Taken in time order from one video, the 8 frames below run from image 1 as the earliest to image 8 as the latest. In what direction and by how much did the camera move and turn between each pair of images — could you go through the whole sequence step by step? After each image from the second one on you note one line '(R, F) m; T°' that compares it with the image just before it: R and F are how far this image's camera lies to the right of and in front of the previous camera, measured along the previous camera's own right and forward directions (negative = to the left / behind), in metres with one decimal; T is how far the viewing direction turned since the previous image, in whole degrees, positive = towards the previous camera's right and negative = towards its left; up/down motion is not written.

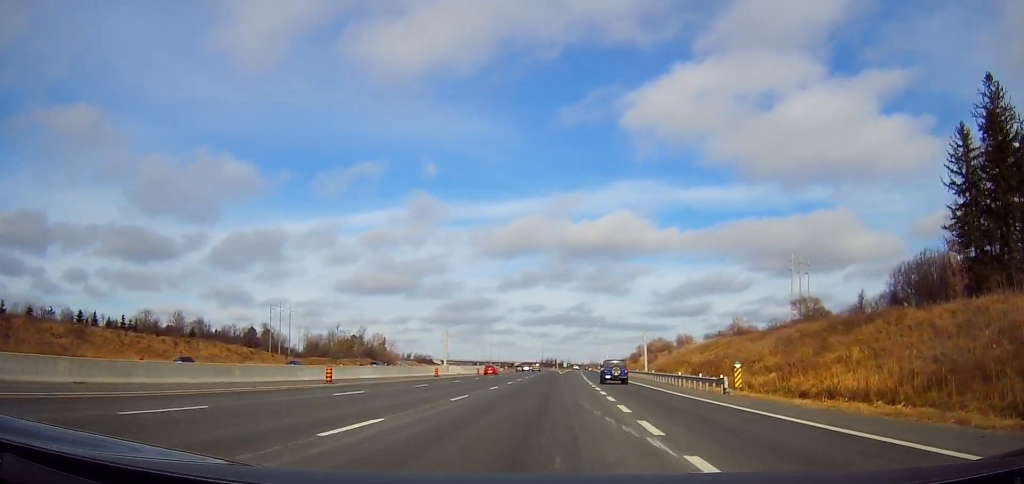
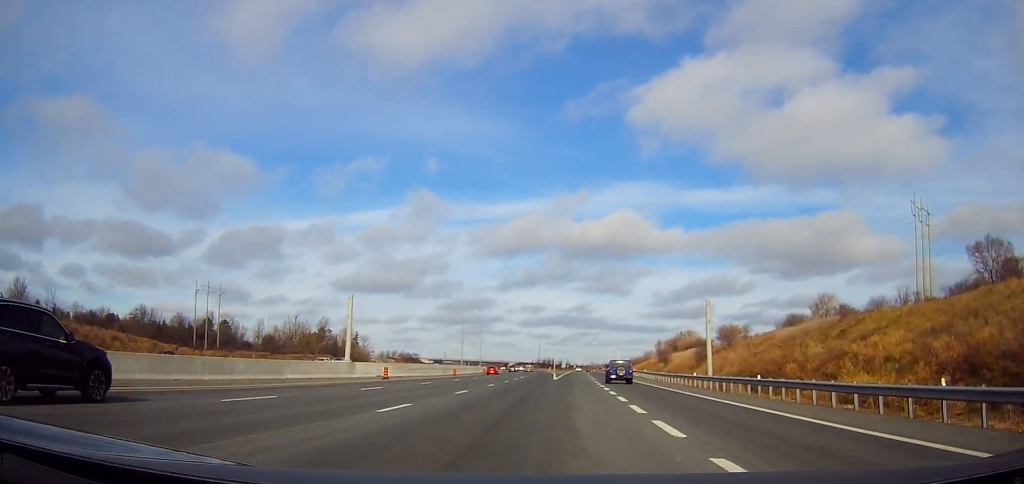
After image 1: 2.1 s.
(-0.2, +54.5) m; 0°
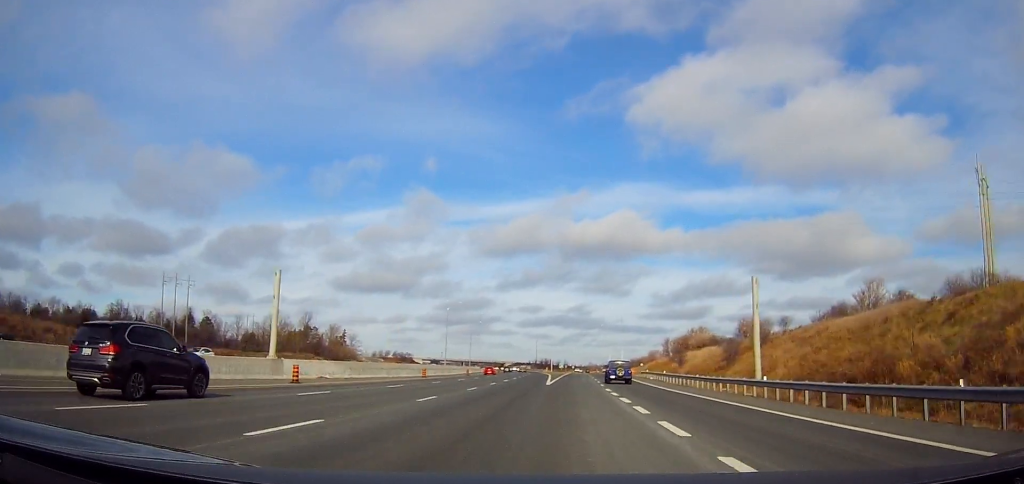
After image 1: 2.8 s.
(0.0, +17.8) m; +1°
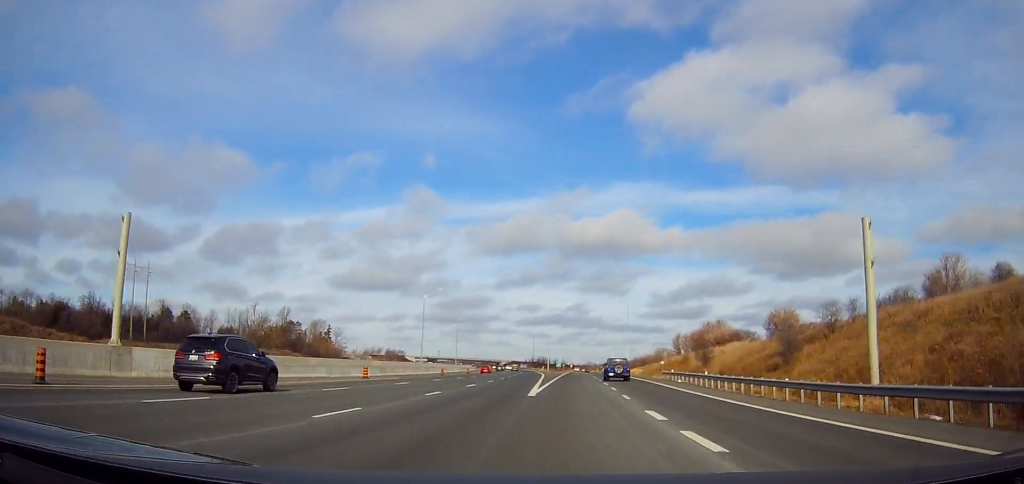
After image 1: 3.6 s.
(+0.2, +20.3) m; +1°
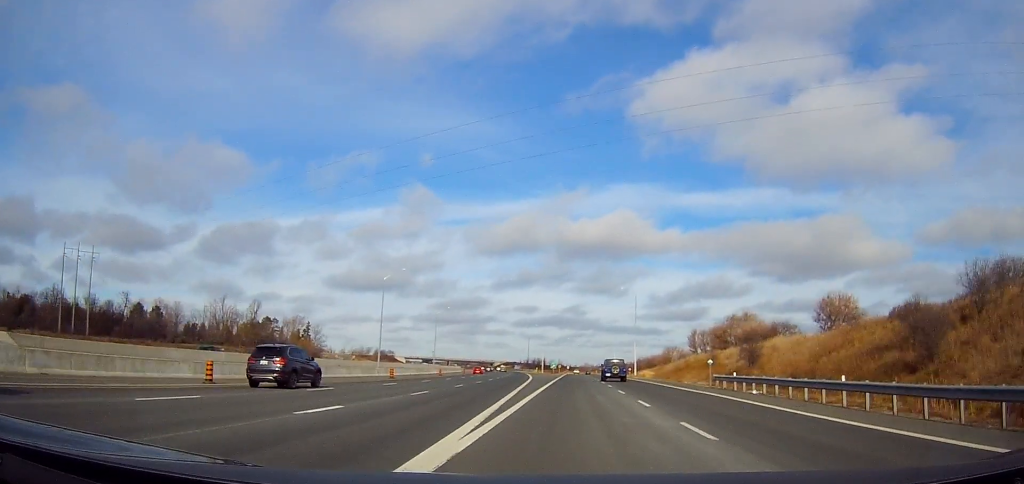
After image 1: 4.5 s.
(+0.1, +23.4) m; 0°
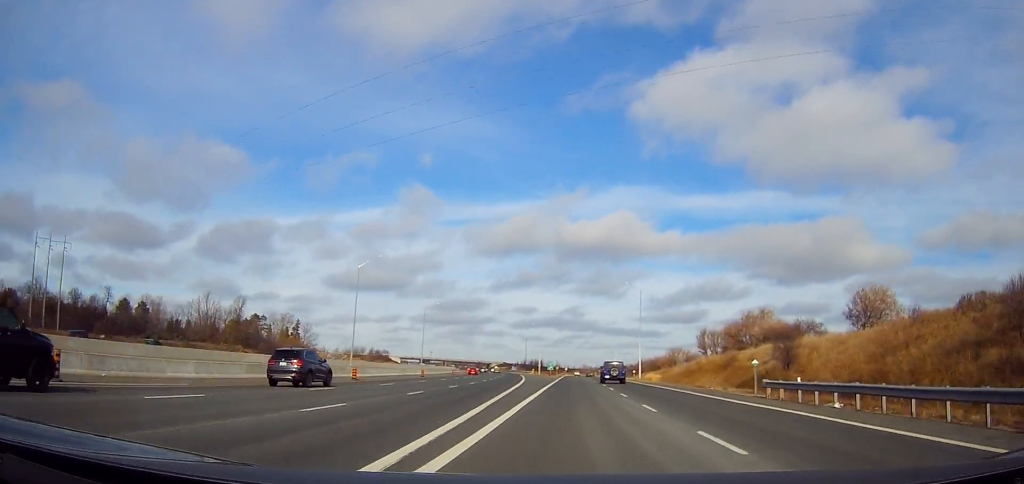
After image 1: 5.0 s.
(0.0, +10.8) m; 0°
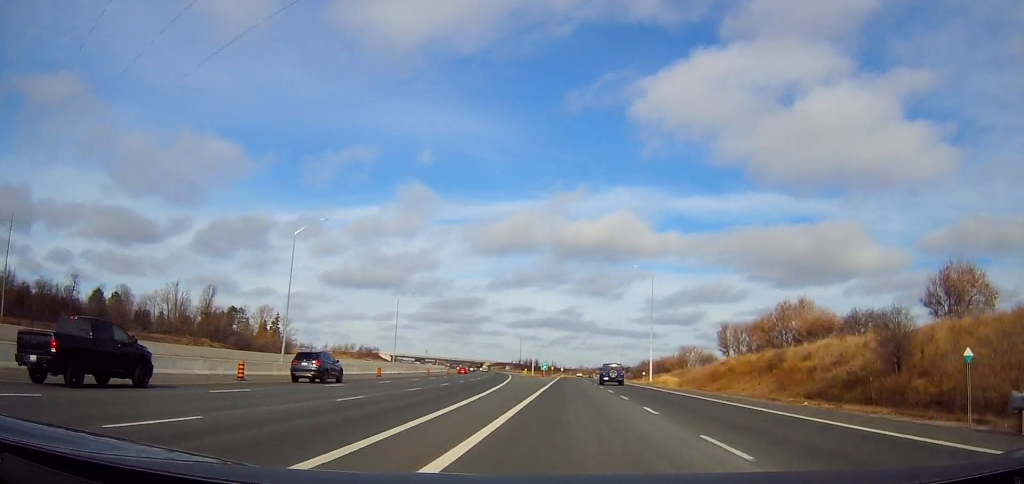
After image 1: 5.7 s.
(+0.1, +18.9) m; -1°
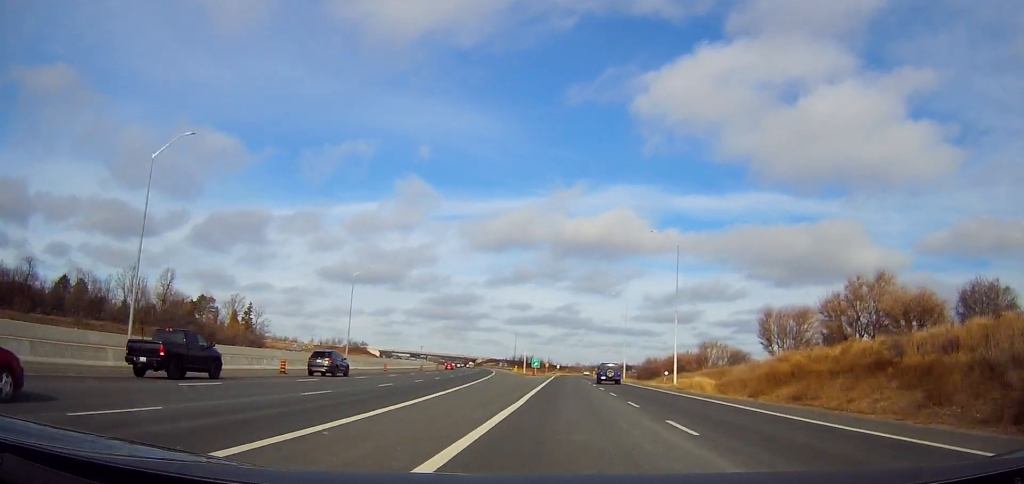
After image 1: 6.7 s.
(-0.4, +23.5) m; 0°
